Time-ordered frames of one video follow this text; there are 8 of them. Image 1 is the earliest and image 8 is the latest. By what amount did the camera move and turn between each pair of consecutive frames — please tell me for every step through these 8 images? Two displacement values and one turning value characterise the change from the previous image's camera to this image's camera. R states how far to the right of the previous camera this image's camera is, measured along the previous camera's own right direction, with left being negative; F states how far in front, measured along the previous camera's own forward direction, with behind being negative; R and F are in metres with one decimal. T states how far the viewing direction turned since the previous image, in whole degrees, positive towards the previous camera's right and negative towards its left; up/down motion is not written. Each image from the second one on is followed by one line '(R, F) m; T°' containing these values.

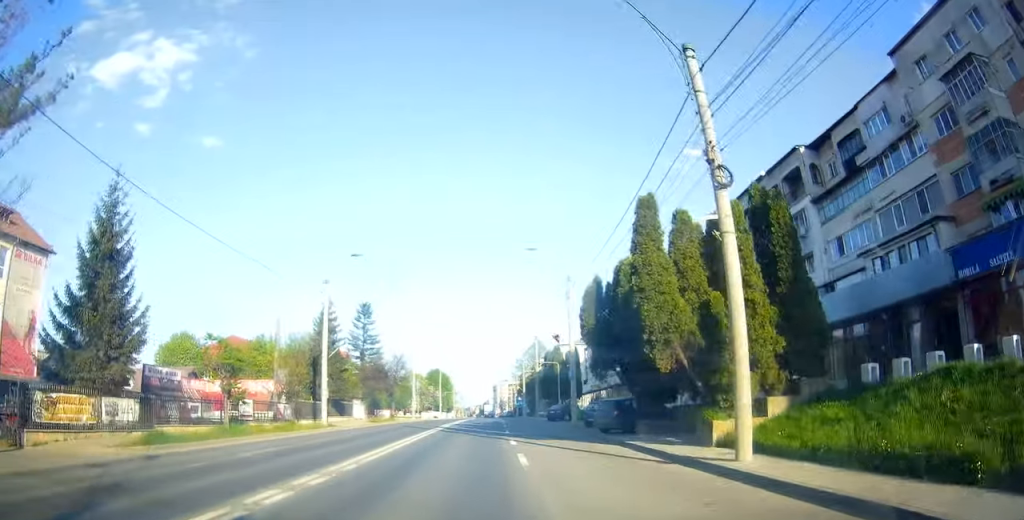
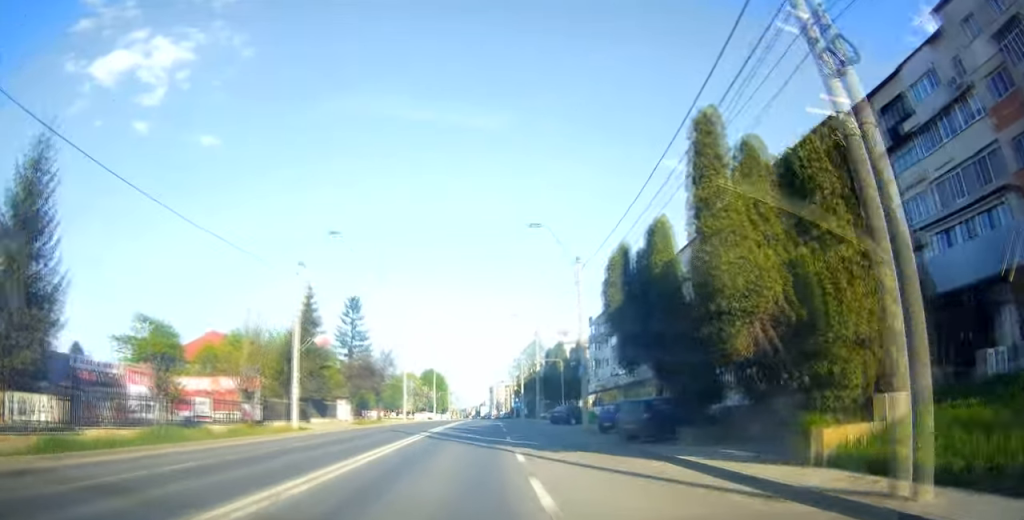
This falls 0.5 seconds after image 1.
(+0.1, +5.4) m; +1°
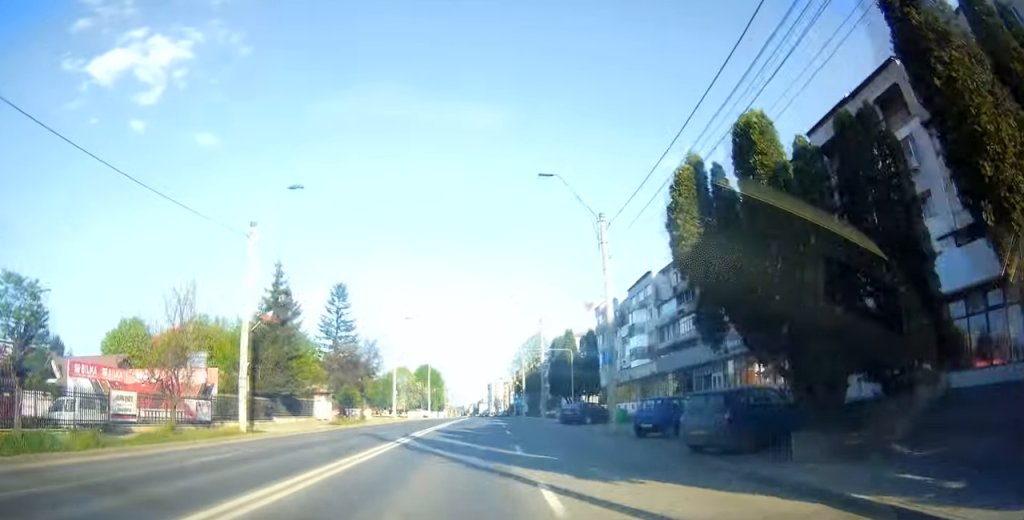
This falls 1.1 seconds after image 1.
(+0.1, +7.1) m; +2°
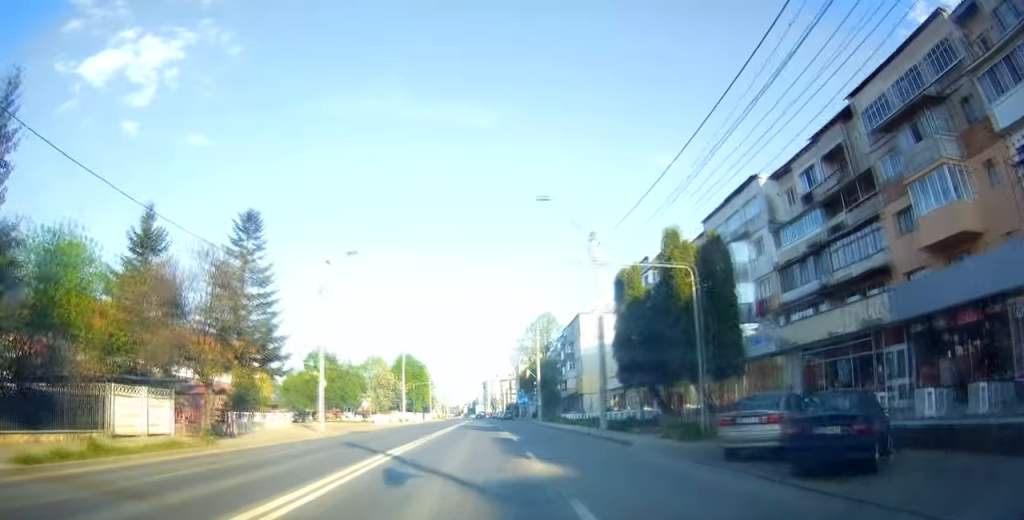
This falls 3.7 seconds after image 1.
(+0.4, +28.4) m; -1°
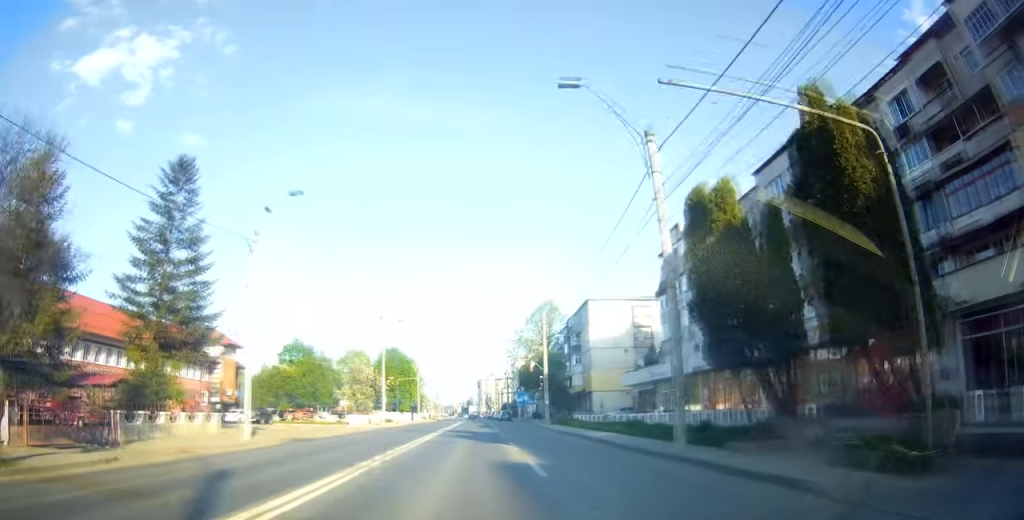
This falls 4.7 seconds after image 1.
(+0.1, +11.2) m; +2°
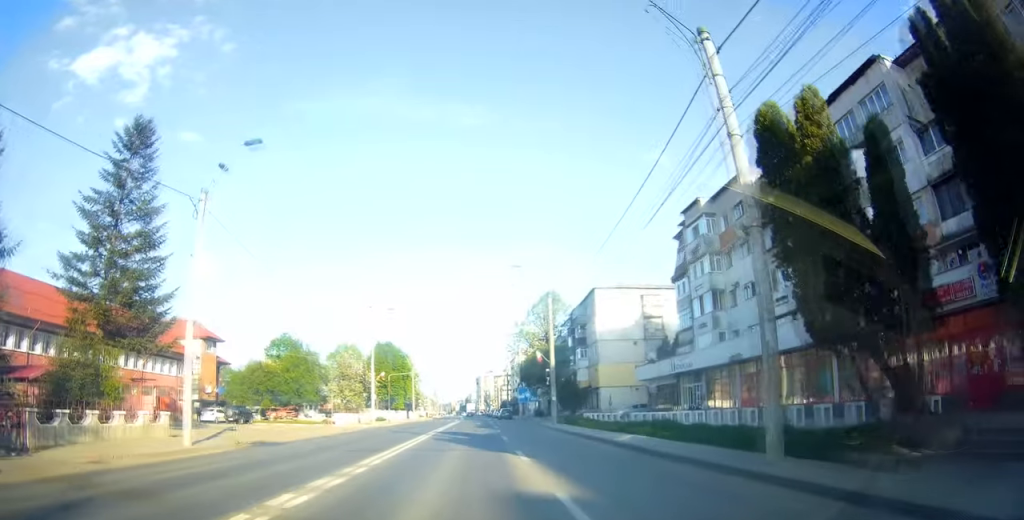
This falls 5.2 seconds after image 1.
(+0.2, +5.4) m; +1°
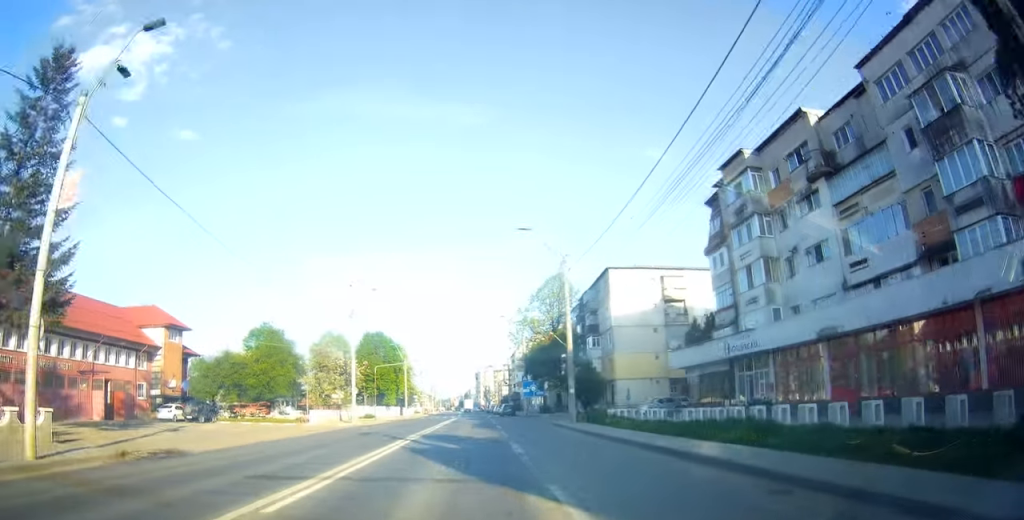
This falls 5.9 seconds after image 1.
(+0.1, +8.7) m; +1°
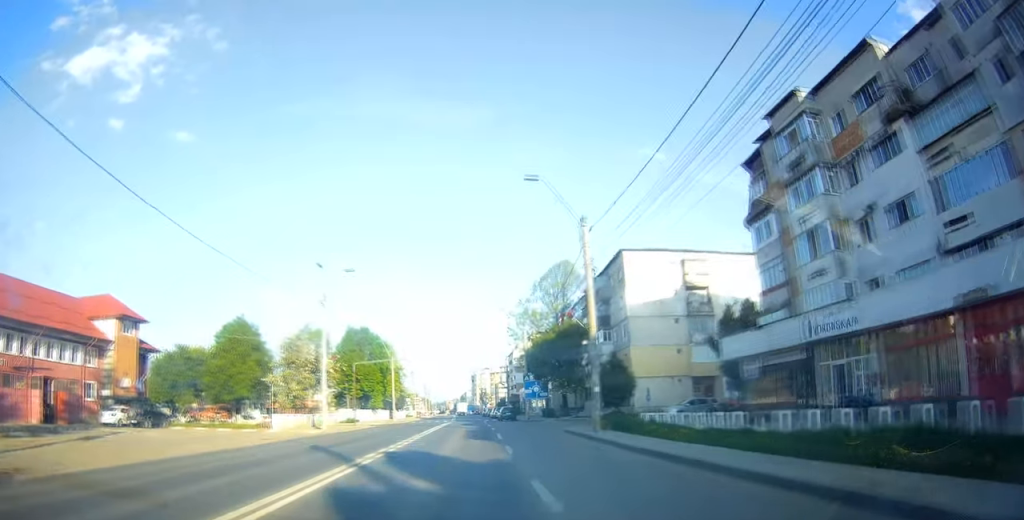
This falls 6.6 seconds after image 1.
(0.0, +8.3) m; 0°
